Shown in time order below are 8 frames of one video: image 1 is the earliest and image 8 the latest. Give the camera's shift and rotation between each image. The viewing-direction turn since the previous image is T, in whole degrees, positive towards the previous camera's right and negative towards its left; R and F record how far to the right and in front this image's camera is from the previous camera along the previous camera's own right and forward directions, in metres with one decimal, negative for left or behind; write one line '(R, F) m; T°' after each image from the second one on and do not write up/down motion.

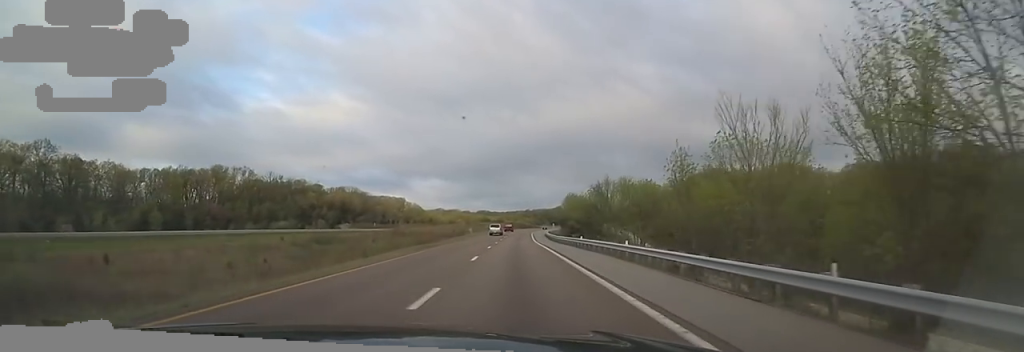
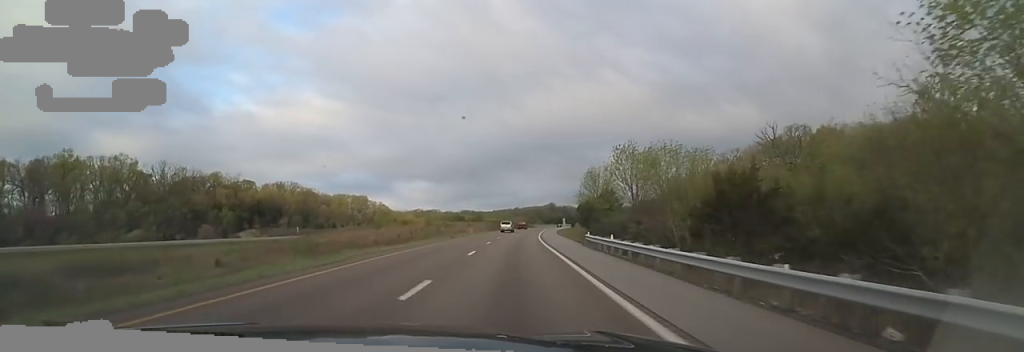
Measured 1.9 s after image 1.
(0.0, +60.3) m; 0°
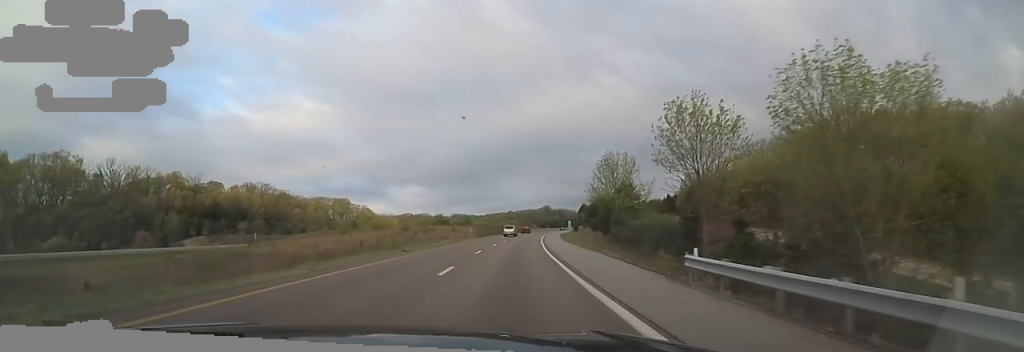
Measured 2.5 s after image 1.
(+0.2, +19.4) m; +1°
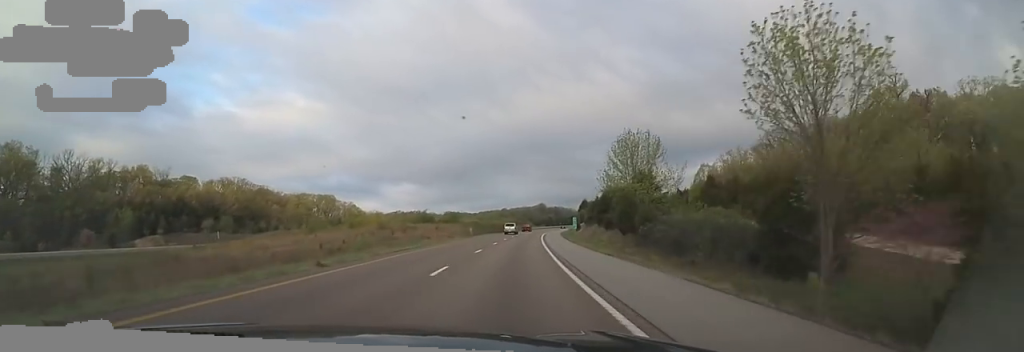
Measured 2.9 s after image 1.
(+0.1, +13.0) m; +1°
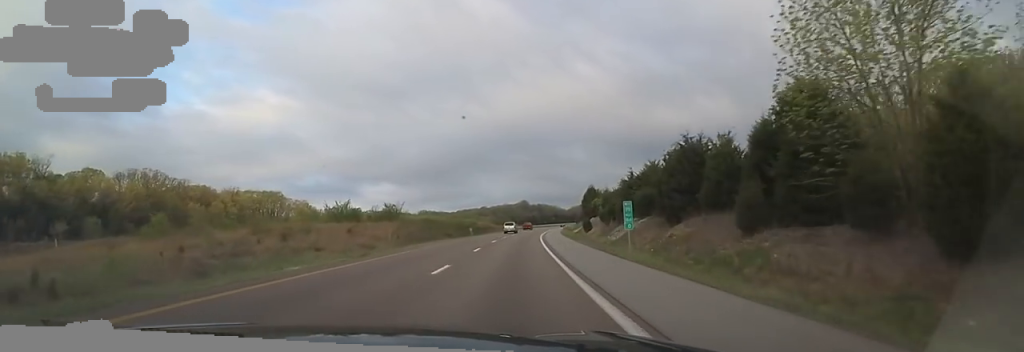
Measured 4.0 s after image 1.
(+0.8, +37.1) m; +2°
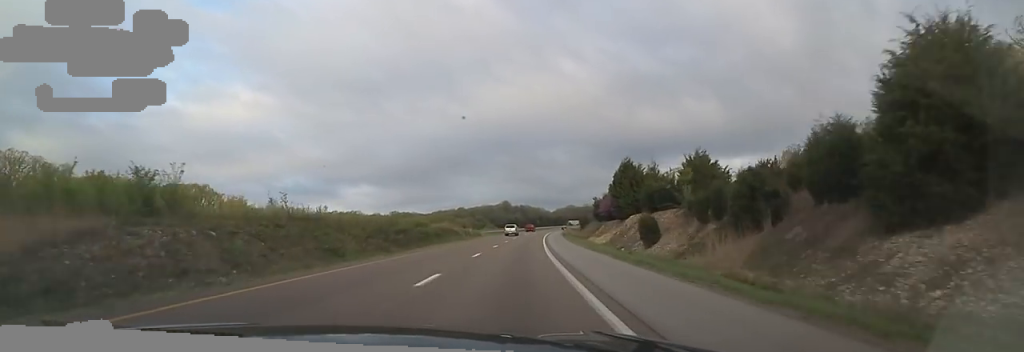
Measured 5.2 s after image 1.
(+0.9, +38.6) m; +3°
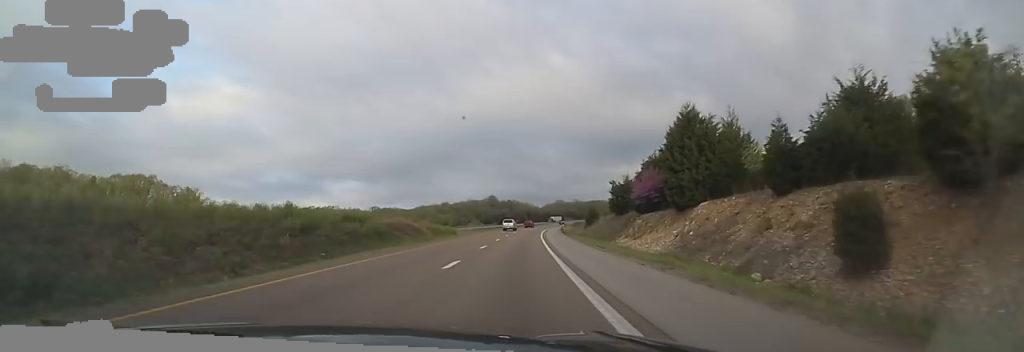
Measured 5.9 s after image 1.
(+0.2, +20.2) m; +2°
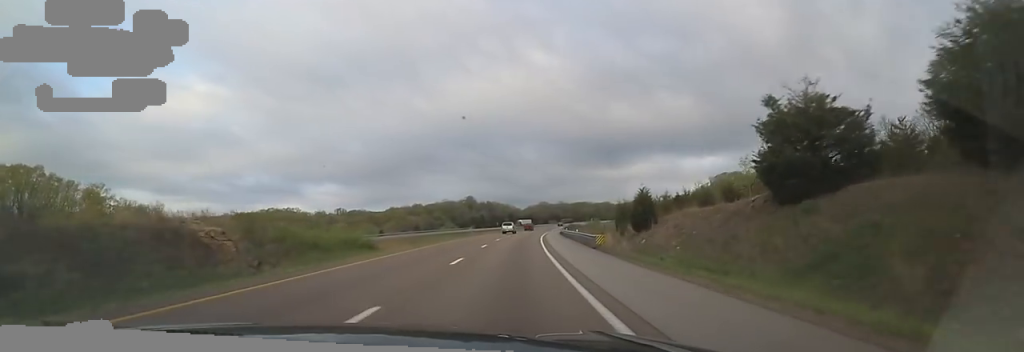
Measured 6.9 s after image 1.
(+1.1, +34.1) m; +2°
